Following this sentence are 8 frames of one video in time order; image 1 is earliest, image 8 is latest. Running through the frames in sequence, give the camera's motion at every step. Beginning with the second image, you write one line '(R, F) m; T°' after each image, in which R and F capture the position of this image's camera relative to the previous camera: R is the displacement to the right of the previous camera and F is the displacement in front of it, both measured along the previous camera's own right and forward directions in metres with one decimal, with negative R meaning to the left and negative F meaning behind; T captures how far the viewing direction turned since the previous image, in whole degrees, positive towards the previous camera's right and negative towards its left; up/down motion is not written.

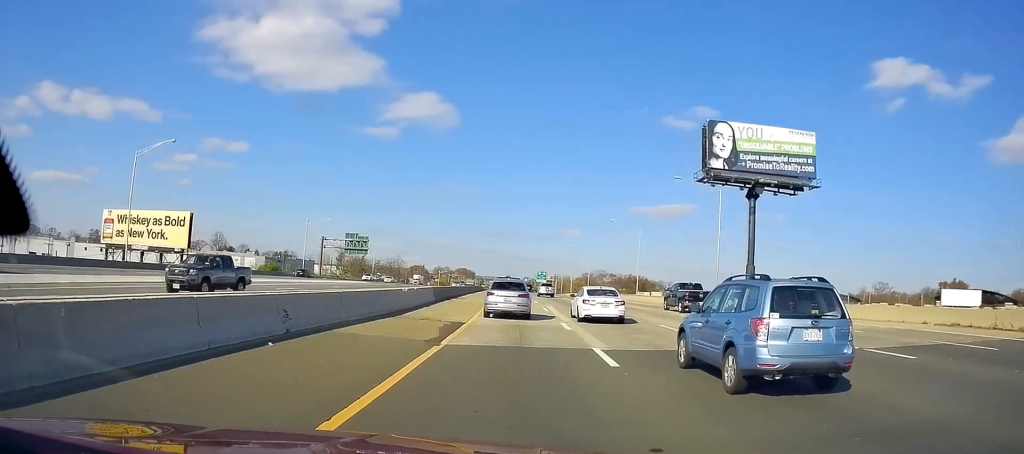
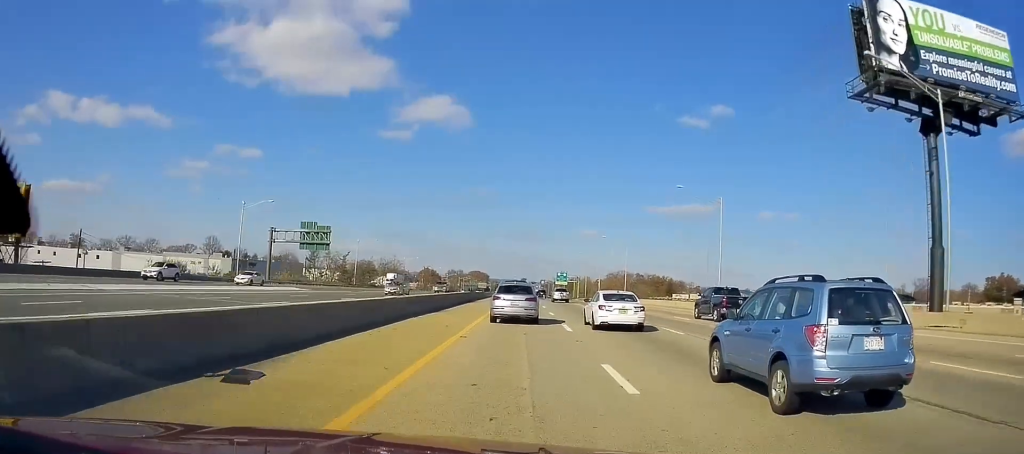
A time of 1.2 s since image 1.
(-0.9, +35.6) m; -2°
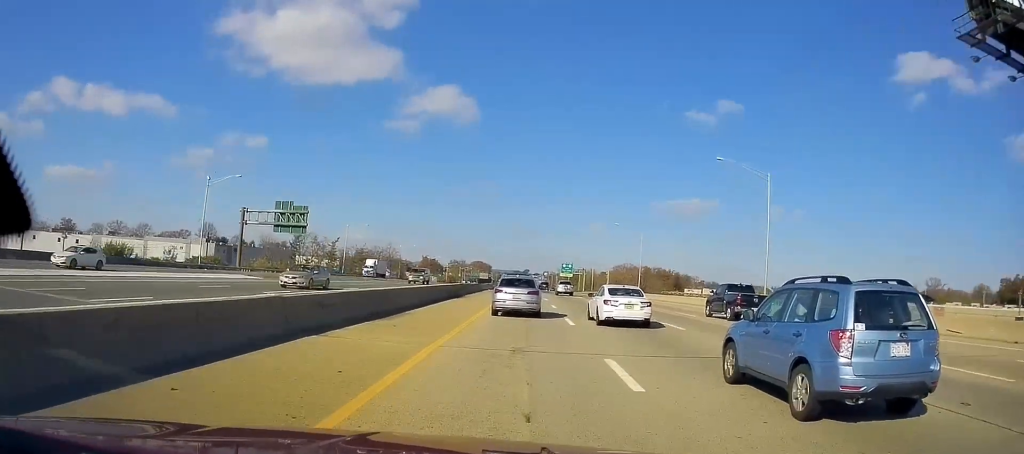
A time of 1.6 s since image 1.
(0.0, +12.2) m; -1°
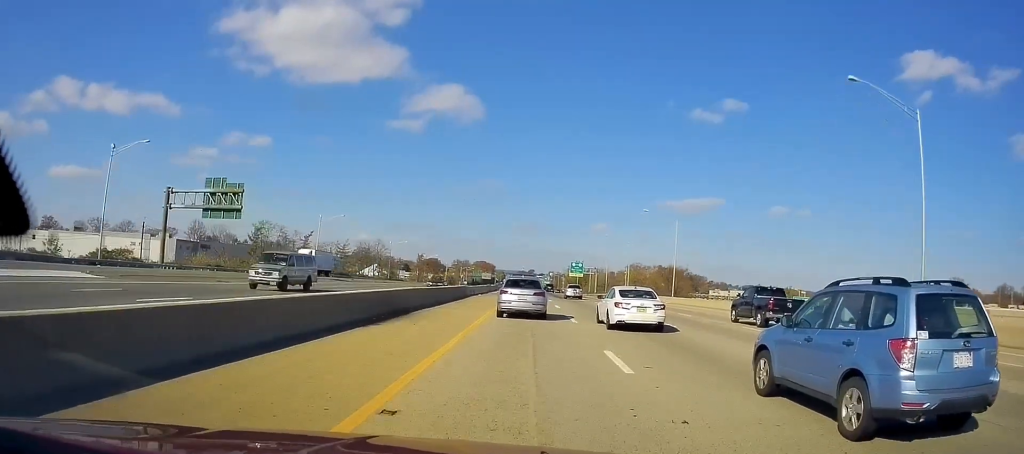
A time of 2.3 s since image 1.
(+0.2, +22.4) m; -1°
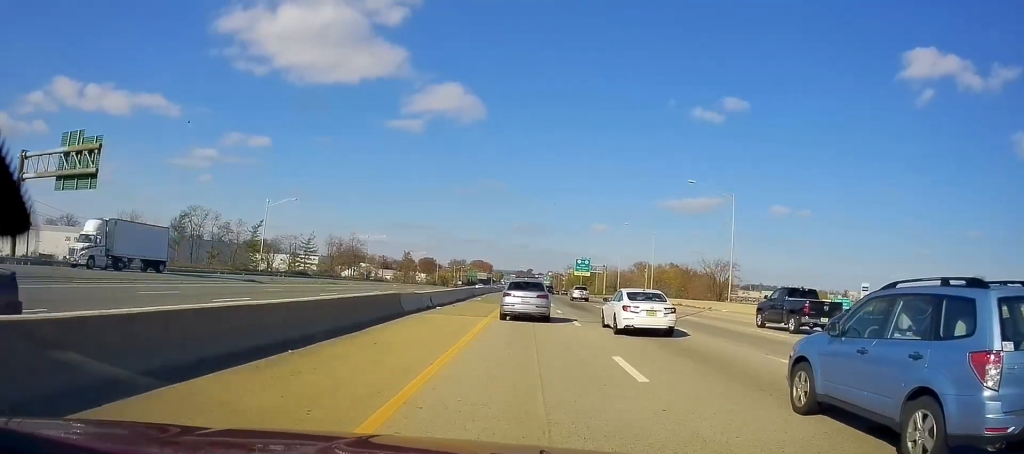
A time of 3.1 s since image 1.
(-0.7, +25.5) m; -1°
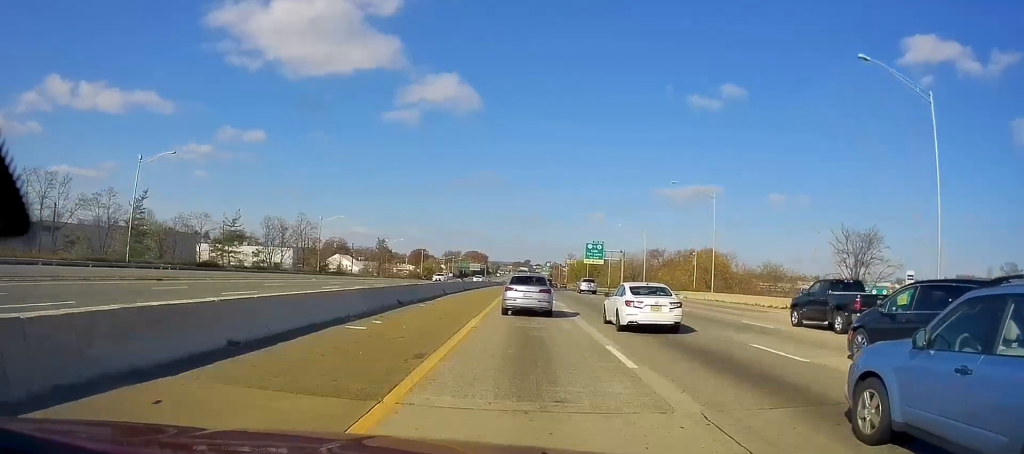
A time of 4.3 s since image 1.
(-0.2, +35.7) m; 0°
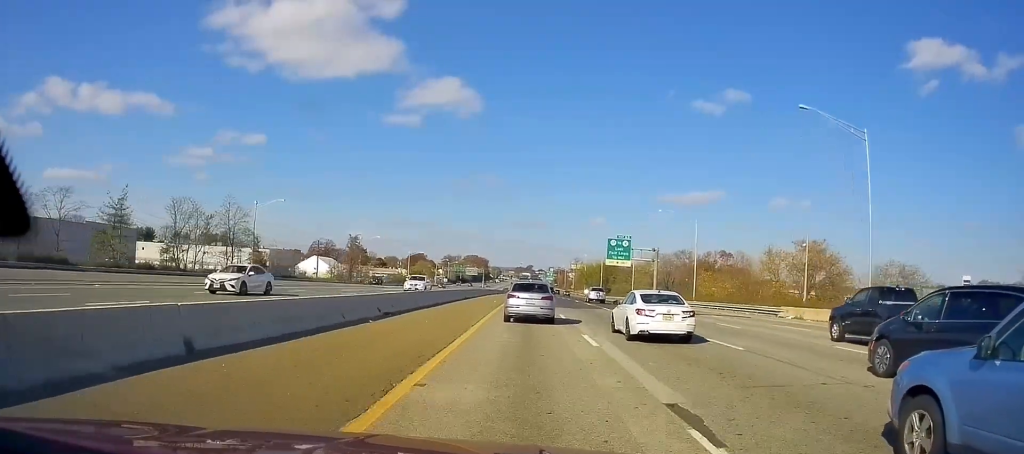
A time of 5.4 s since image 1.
(+0.1, +33.1) m; 0°
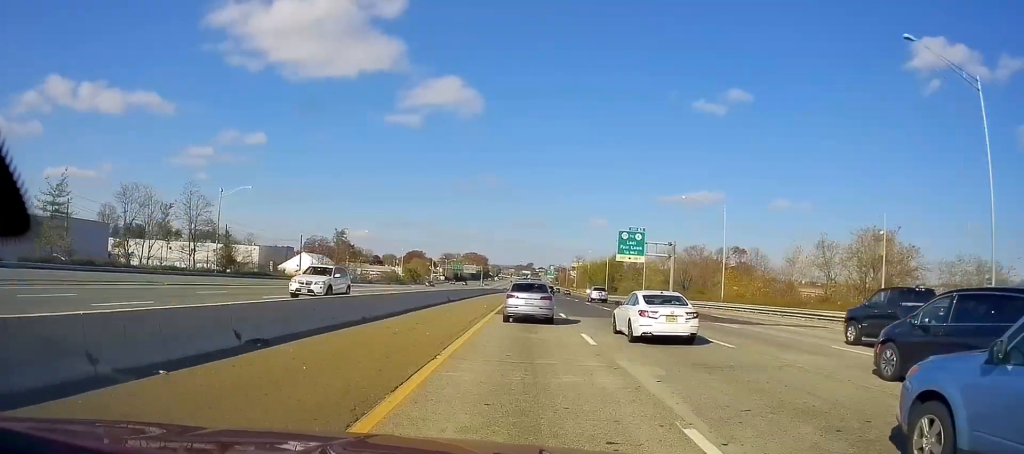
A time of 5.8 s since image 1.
(0.0, +11.8) m; 0°
